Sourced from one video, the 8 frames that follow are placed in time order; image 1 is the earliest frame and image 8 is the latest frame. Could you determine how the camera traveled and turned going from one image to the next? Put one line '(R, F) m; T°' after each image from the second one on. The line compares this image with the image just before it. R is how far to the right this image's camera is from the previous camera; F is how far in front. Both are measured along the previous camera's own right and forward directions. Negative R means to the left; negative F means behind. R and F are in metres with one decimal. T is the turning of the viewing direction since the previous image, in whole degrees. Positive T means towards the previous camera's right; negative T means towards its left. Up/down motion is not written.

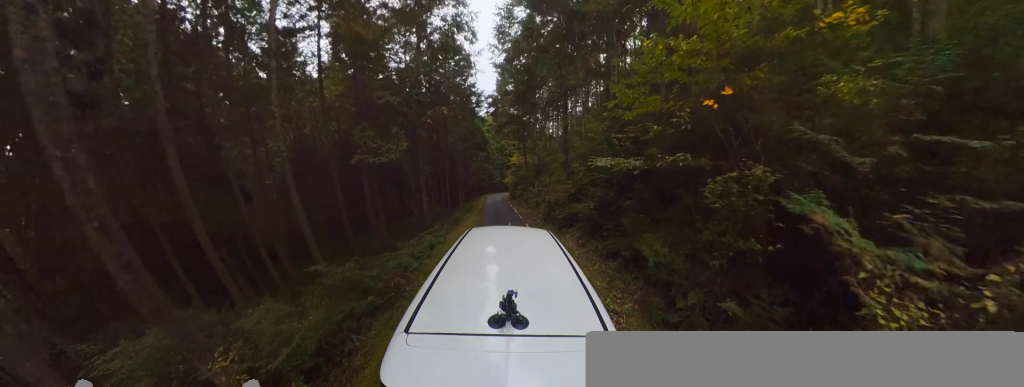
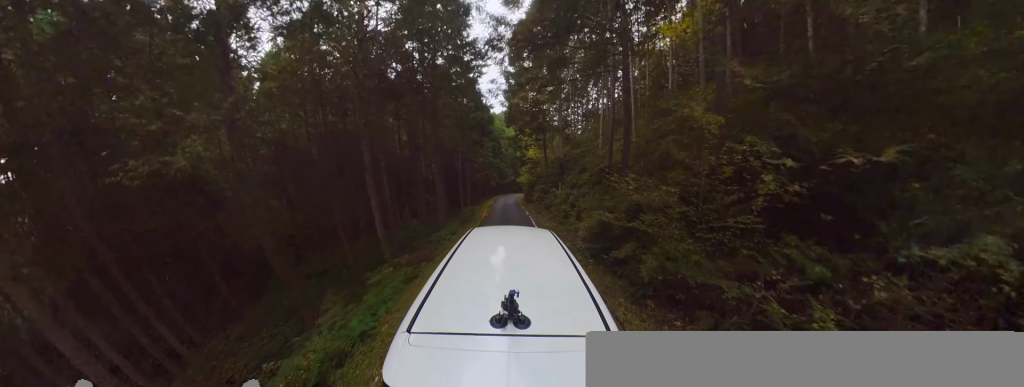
(+0.2, +5.9) m; +2°
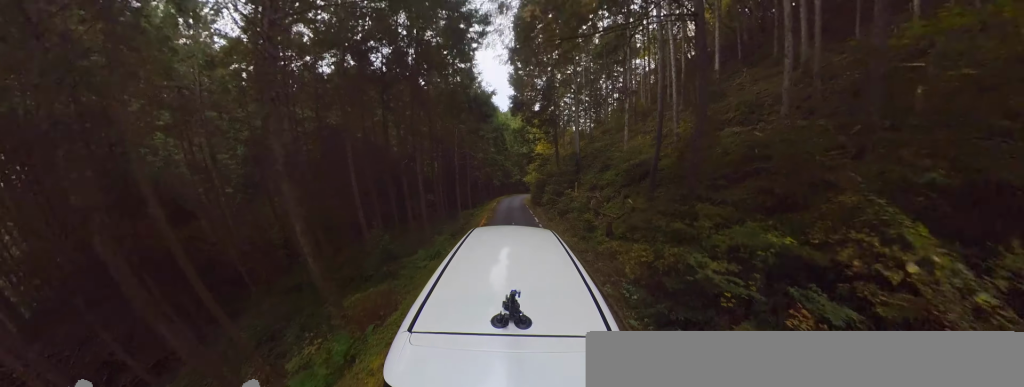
(0.0, +3.1) m; 0°
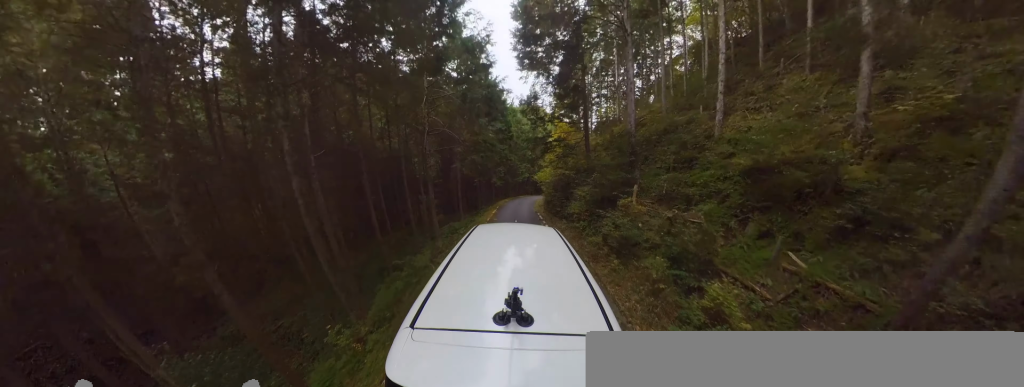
(0.0, +6.2) m; 0°
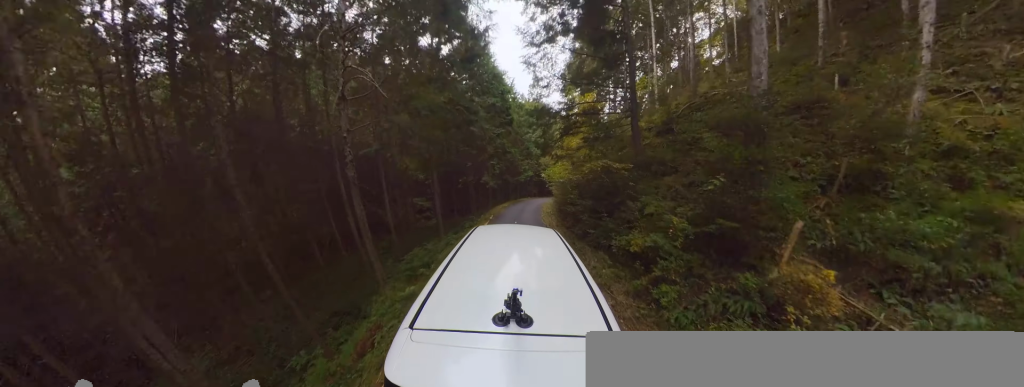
(0.0, +4.9) m; +5°
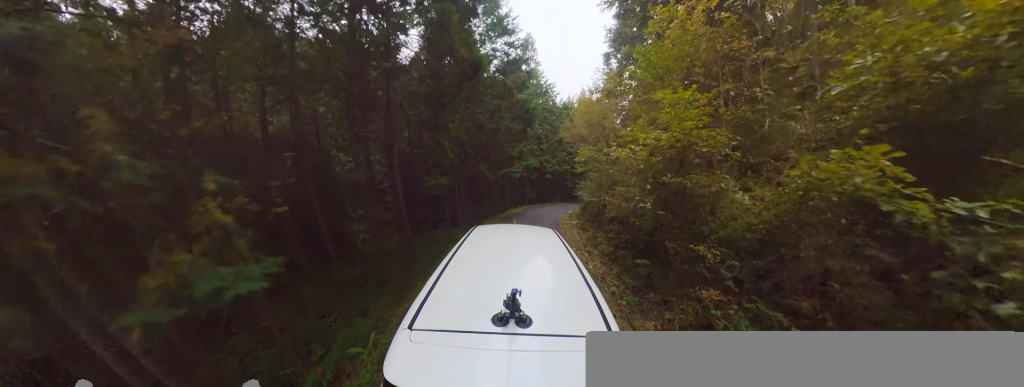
(+1.8, +11.0) m; +38°
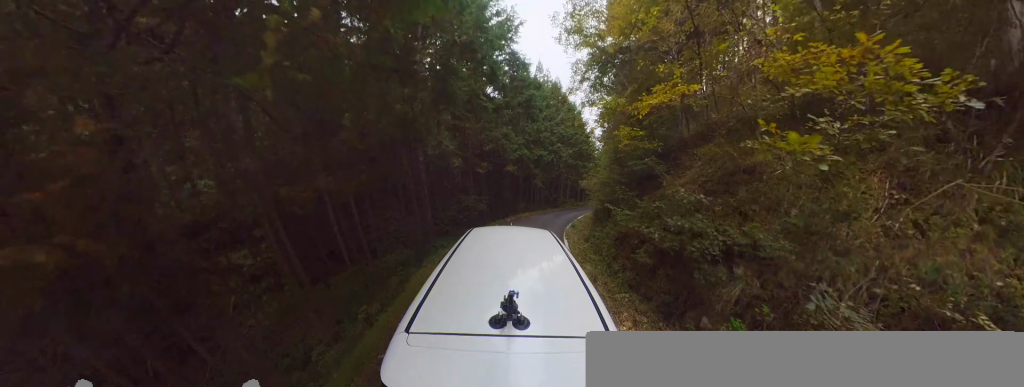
(+3.9, +9.6) m; +19°
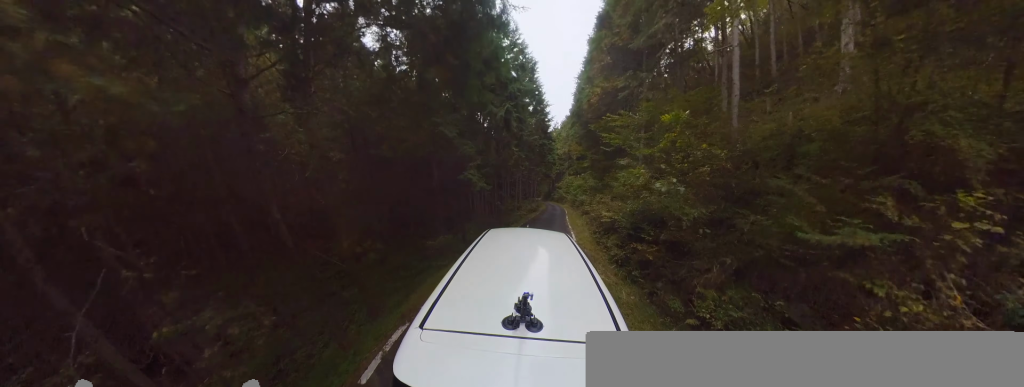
(-1.2, +11.3) m; -12°
